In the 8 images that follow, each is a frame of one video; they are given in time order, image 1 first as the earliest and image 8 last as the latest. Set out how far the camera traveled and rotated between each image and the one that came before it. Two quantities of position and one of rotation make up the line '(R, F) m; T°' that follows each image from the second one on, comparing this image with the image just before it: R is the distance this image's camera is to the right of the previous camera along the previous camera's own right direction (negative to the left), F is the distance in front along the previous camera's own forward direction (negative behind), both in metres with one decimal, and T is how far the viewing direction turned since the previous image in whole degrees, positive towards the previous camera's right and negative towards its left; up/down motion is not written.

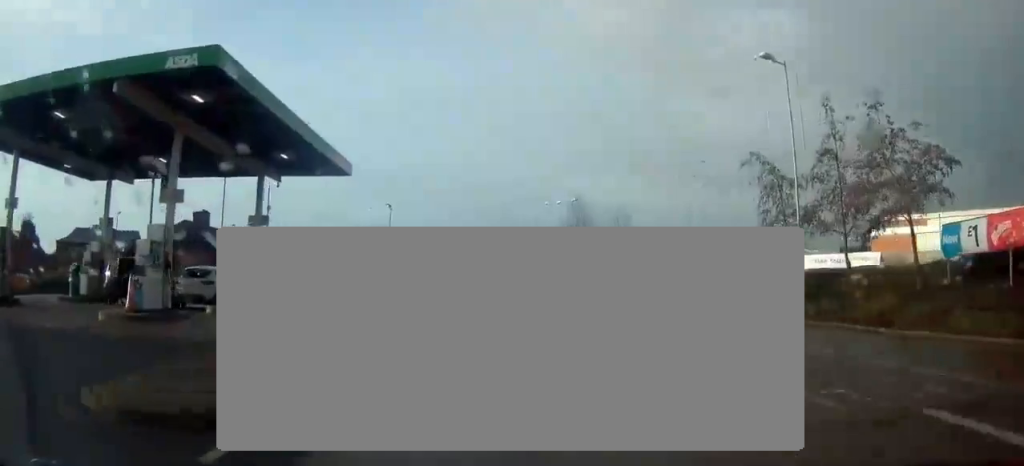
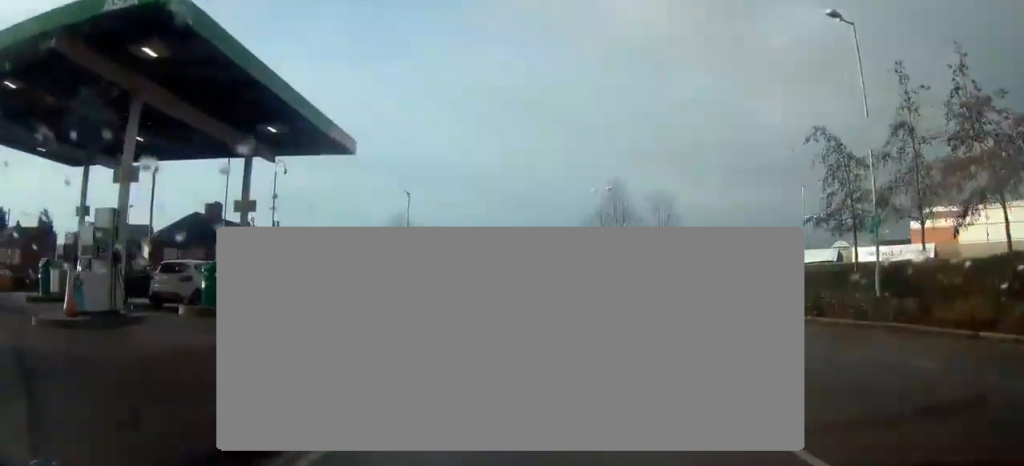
(0.0, +3.2) m; -1°
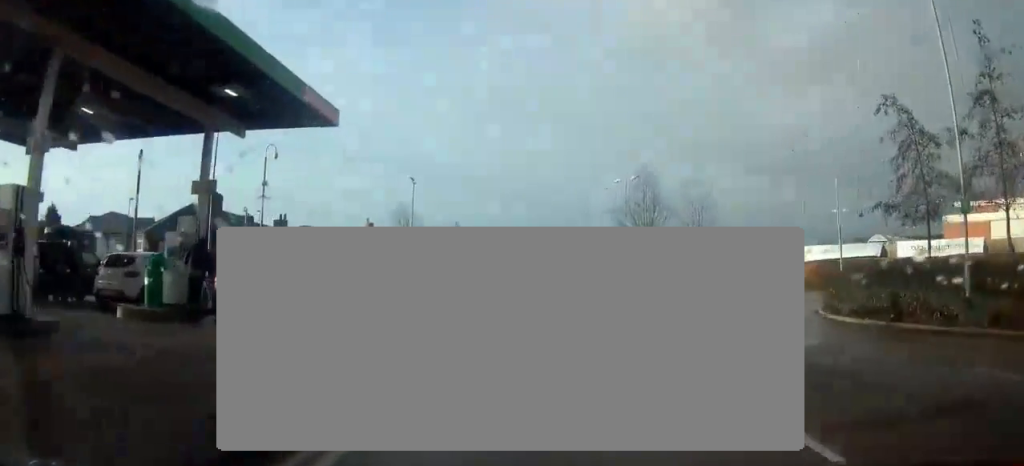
(0.0, +3.5) m; -4°
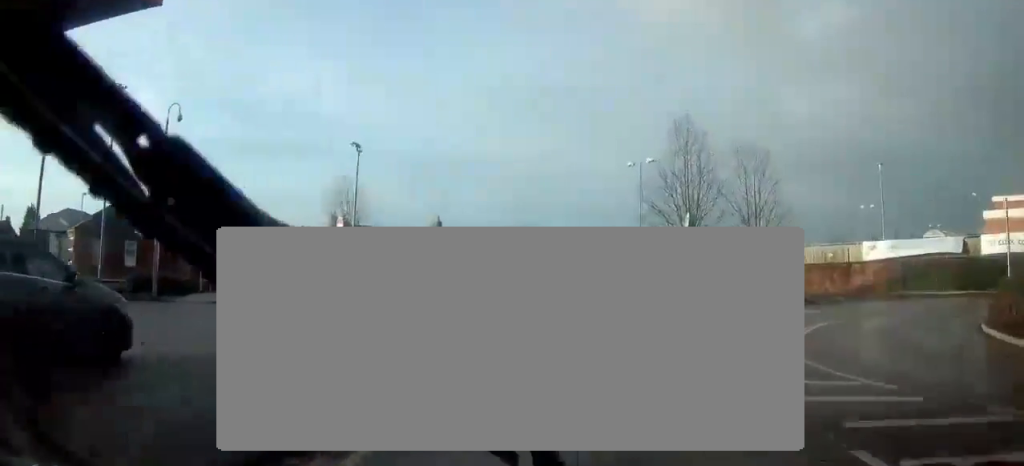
(-1.1, +8.5) m; -12°
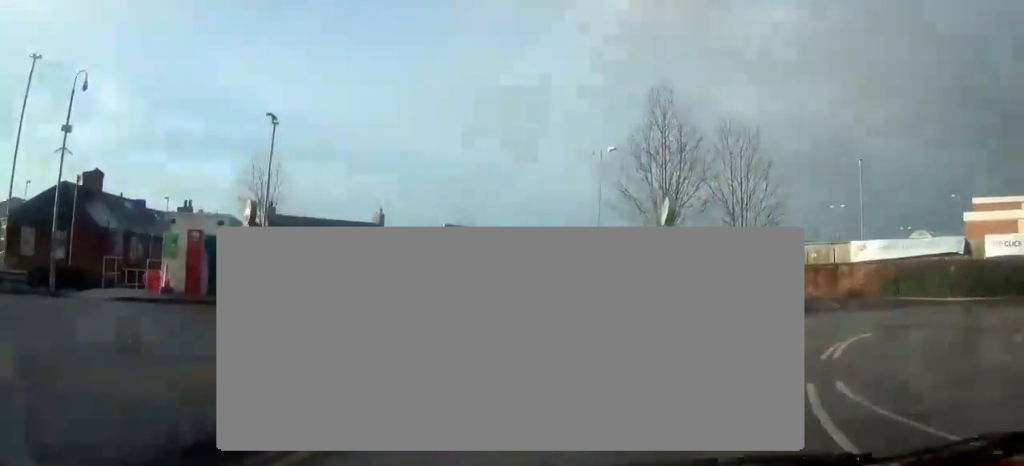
(-0.2, +3.6) m; -1°
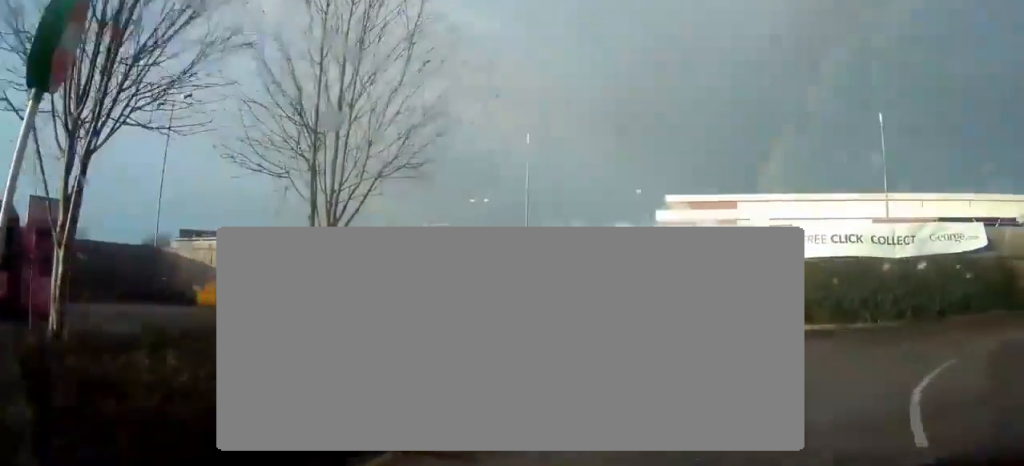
(+1.1, +12.1) m; +22°
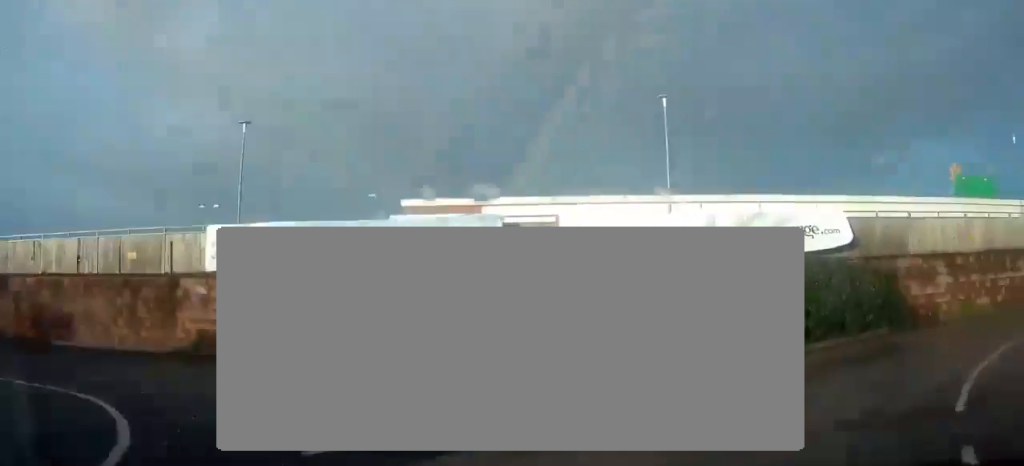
(+1.3, +5.0) m; +30°
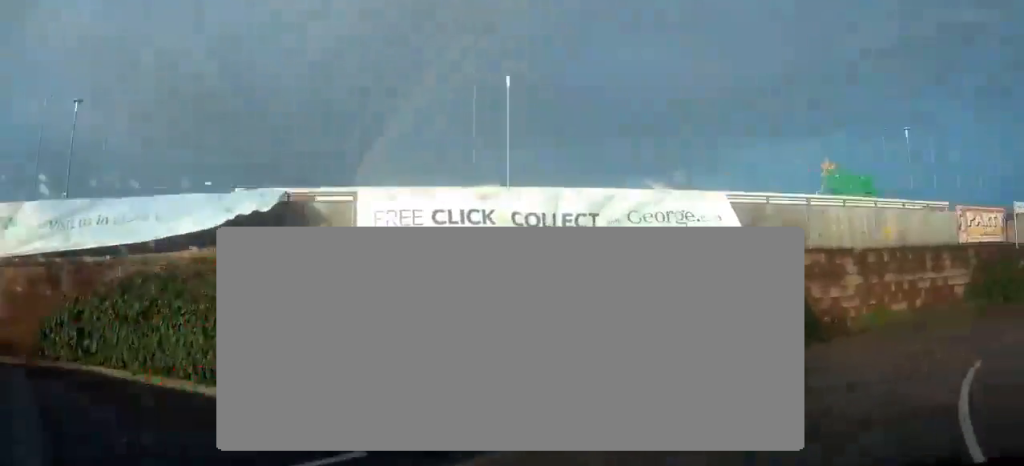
(+0.7, +2.9) m; +17°
